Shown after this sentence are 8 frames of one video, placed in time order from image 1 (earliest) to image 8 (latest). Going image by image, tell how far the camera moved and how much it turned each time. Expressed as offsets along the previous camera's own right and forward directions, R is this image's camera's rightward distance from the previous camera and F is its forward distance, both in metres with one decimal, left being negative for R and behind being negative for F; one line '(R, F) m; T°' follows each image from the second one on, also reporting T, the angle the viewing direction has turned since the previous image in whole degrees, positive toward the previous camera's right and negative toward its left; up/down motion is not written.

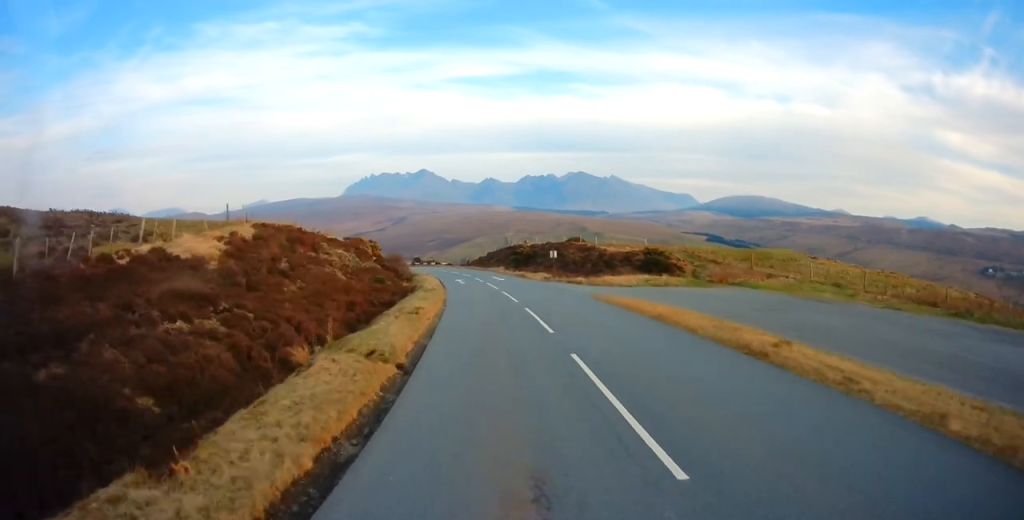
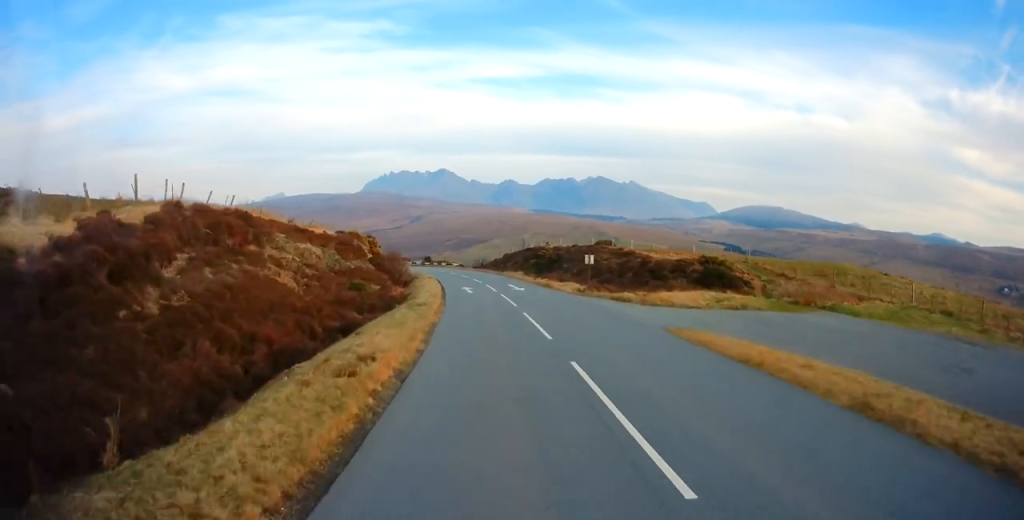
(-0.1, +10.0) m; -2°
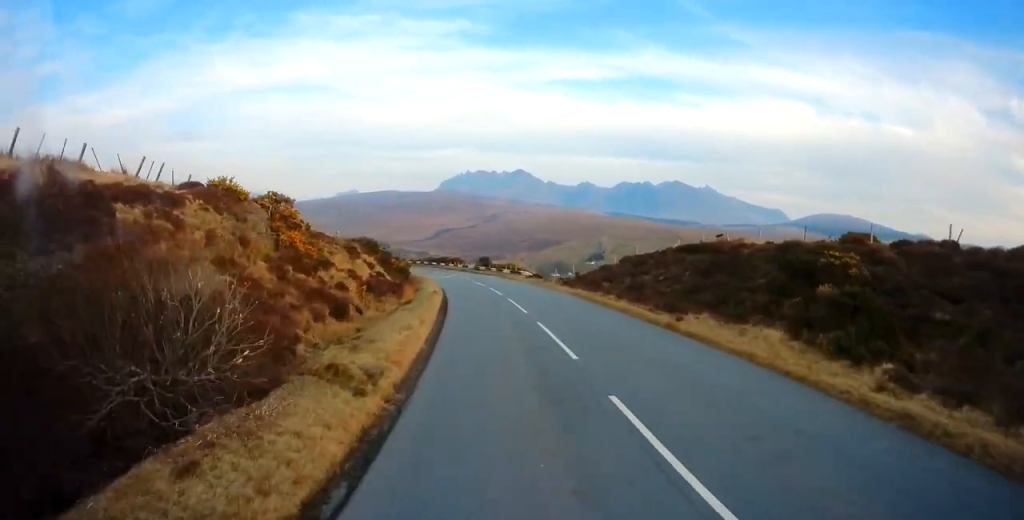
(-3.4, +39.7) m; -10°
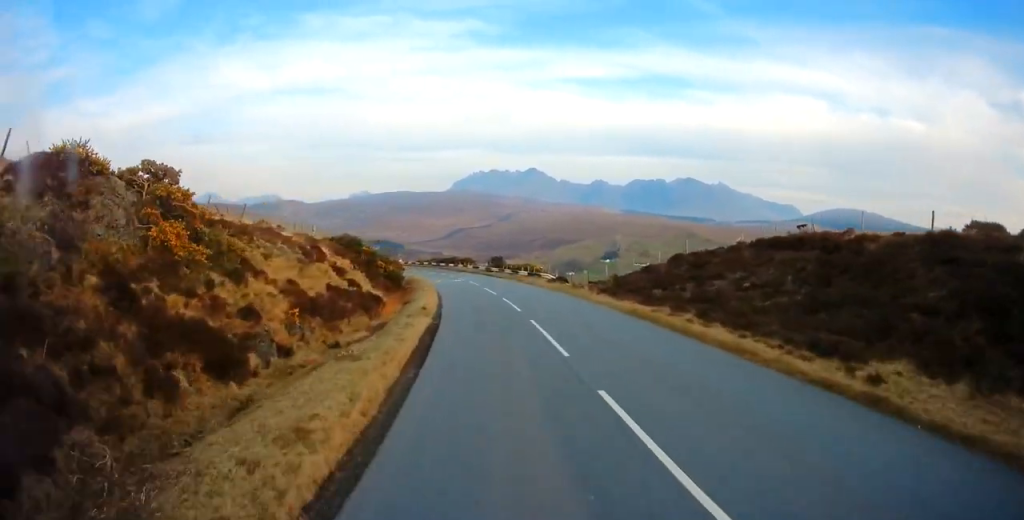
(-0.2, +9.1) m; -1°
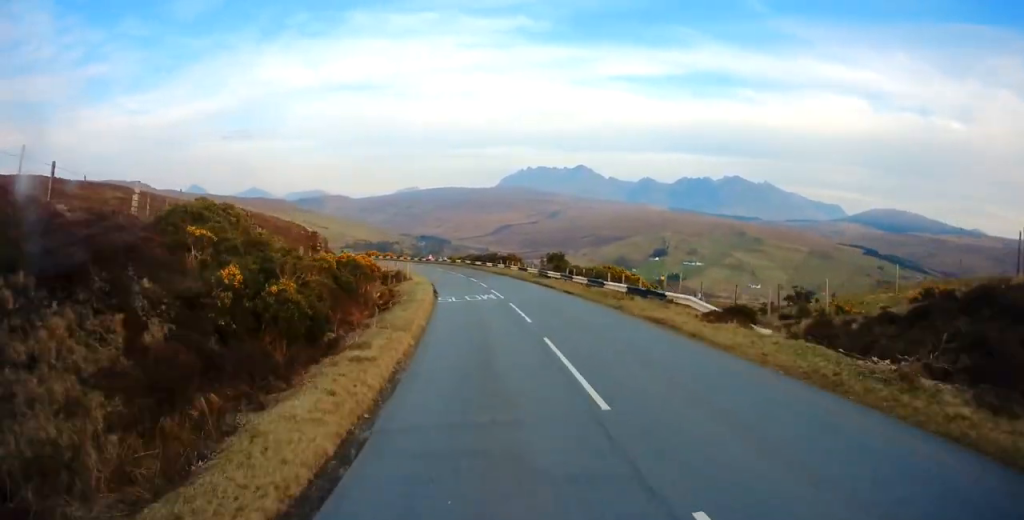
(-0.4, +22.6) m; -3°
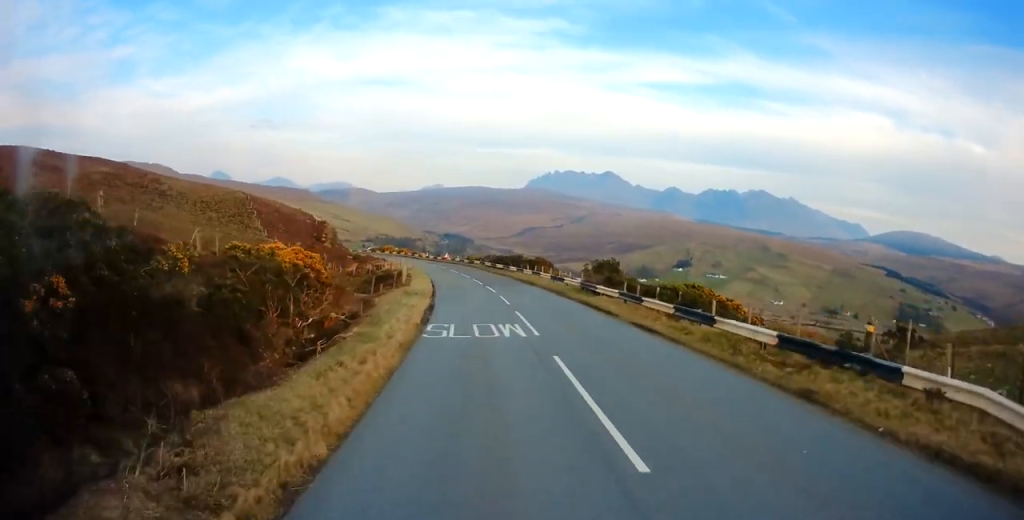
(-0.2, +11.8) m; -2°
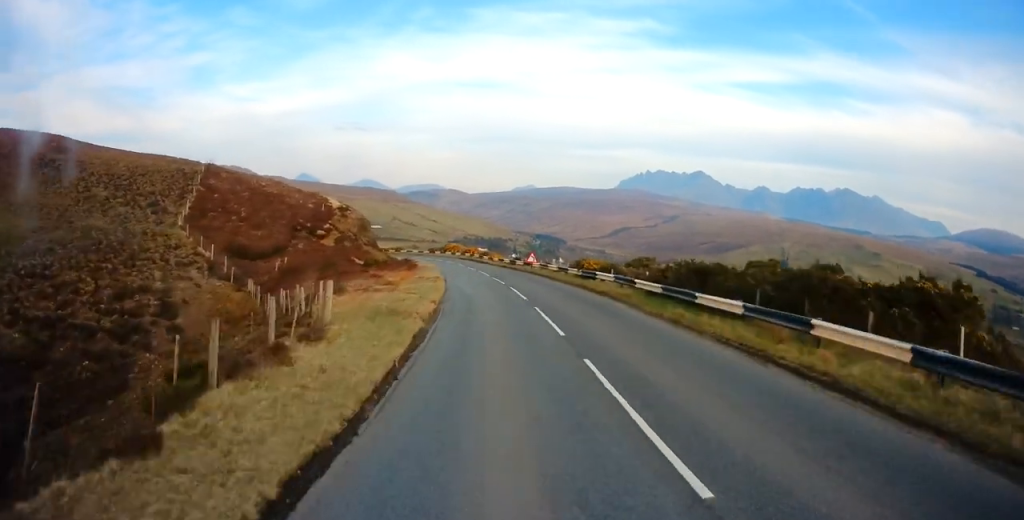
(-3.4, +42.3) m; -10°
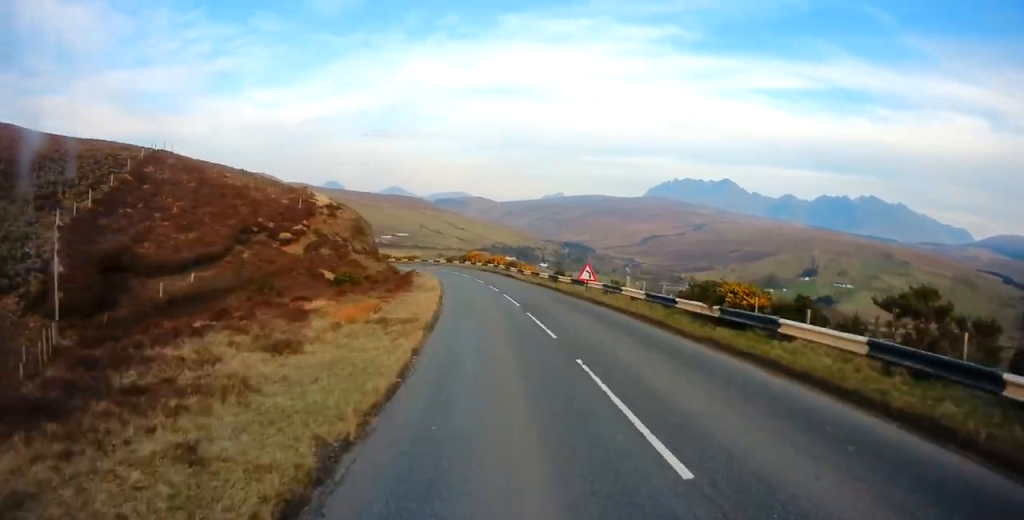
(-0.7, +17.1) m; -4°
